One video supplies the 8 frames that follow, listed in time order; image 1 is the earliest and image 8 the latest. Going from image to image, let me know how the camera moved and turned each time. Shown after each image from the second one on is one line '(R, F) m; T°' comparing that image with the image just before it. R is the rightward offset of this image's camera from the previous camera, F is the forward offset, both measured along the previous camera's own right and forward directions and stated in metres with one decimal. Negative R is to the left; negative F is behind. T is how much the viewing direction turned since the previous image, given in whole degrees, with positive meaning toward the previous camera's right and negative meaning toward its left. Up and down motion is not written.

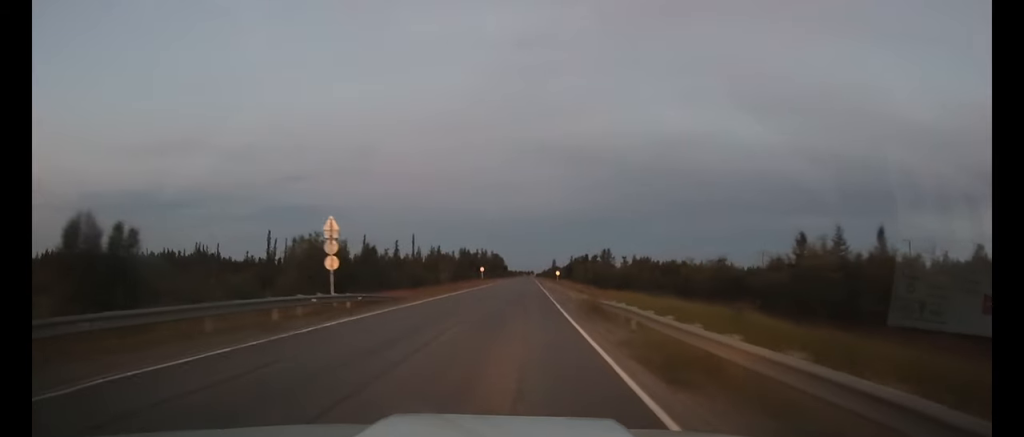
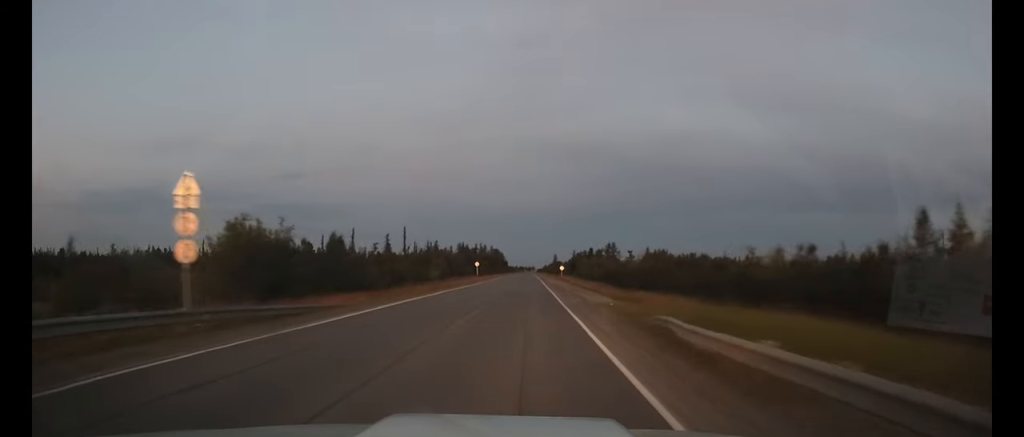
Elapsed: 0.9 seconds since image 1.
(-0.1, +12.8) m; 0°
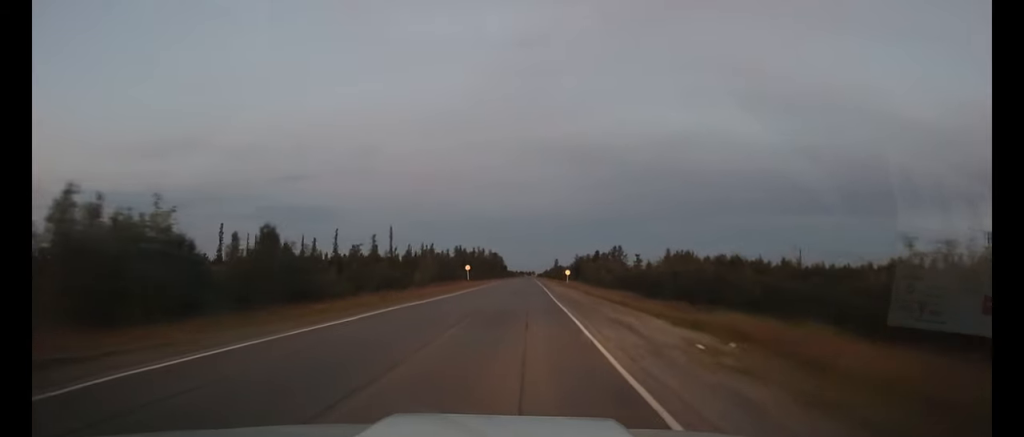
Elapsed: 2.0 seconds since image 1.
(0.0, +15.8) m; 0°
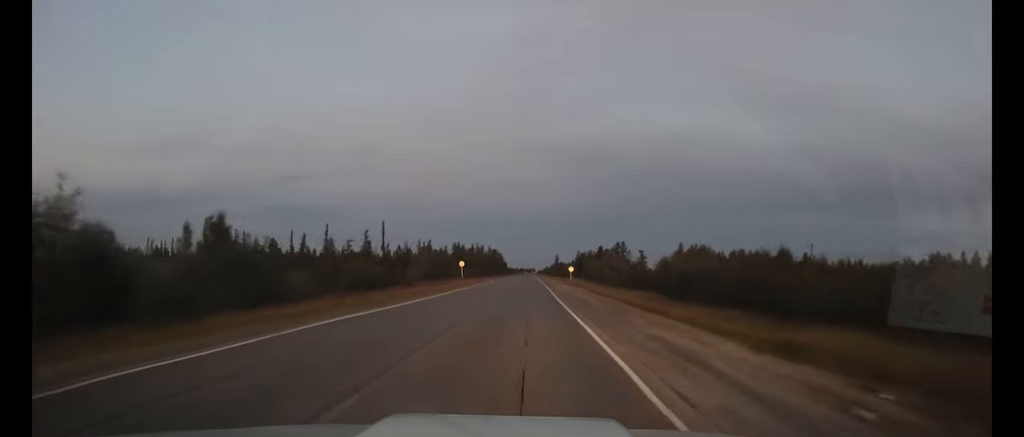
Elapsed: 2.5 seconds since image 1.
(0.0, +7.7) m; 0°
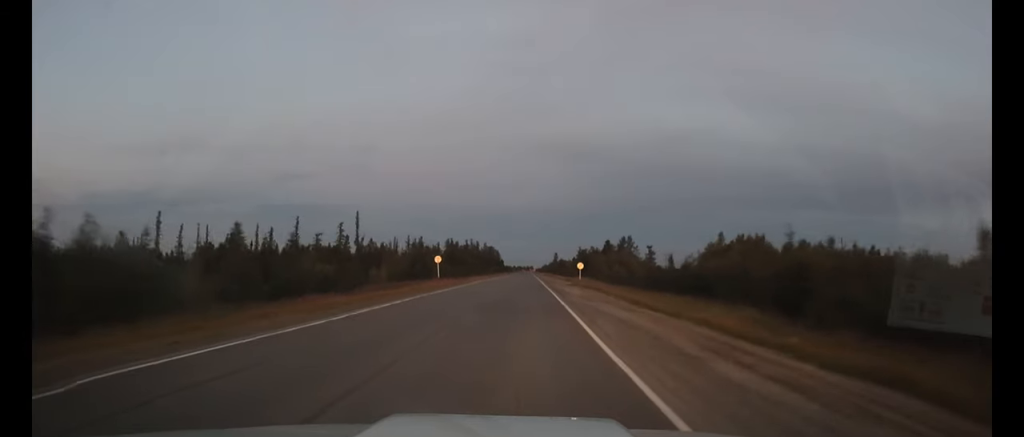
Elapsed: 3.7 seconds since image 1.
(0.0, +18.9) m; 0°
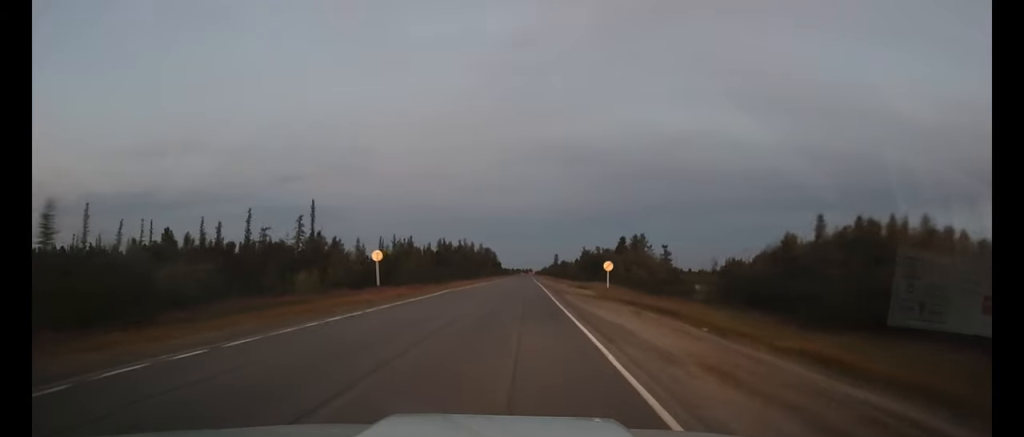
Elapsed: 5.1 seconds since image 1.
(+0.1, +24.3) m; 0°
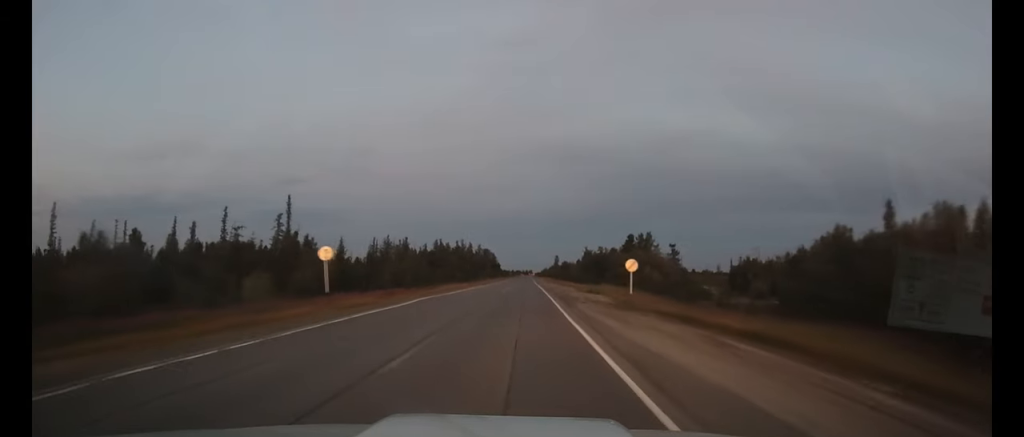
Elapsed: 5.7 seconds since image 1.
(0.0, +9.7) m; 0°
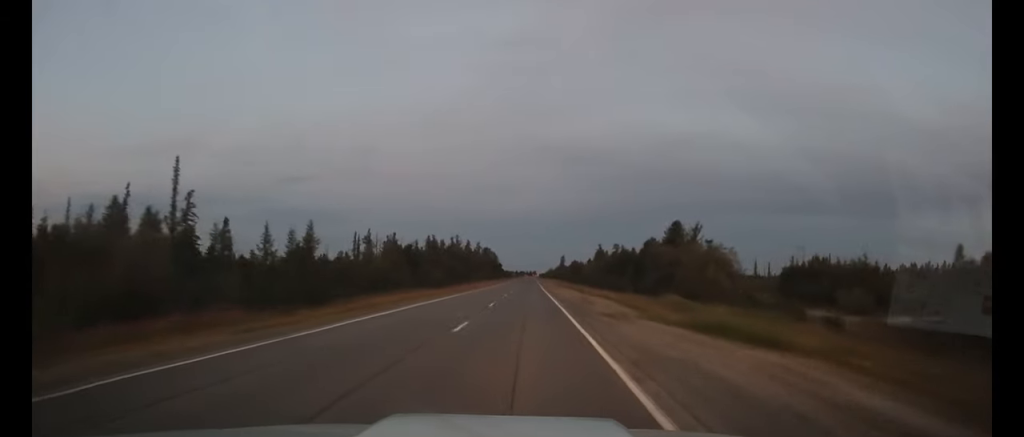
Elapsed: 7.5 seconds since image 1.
(-0.1, +31.3) m; 0°
